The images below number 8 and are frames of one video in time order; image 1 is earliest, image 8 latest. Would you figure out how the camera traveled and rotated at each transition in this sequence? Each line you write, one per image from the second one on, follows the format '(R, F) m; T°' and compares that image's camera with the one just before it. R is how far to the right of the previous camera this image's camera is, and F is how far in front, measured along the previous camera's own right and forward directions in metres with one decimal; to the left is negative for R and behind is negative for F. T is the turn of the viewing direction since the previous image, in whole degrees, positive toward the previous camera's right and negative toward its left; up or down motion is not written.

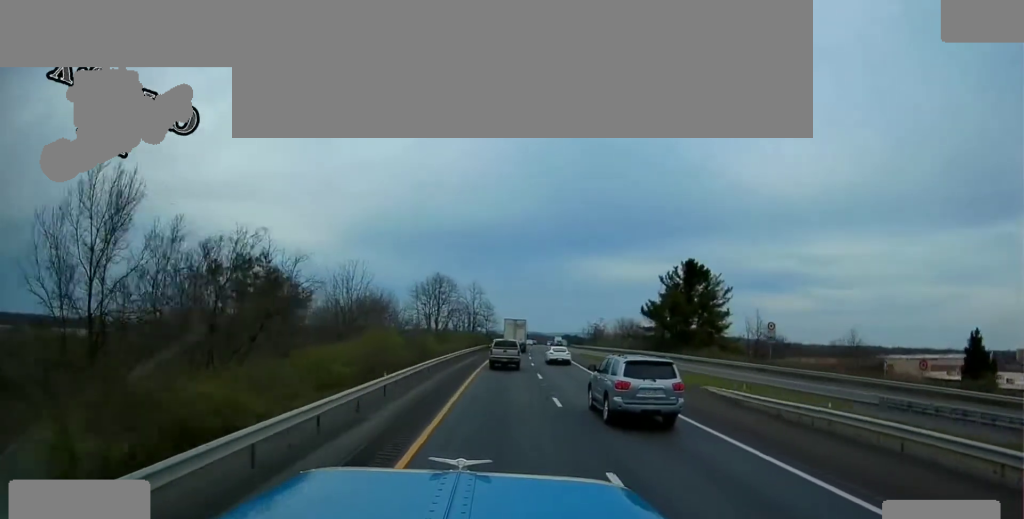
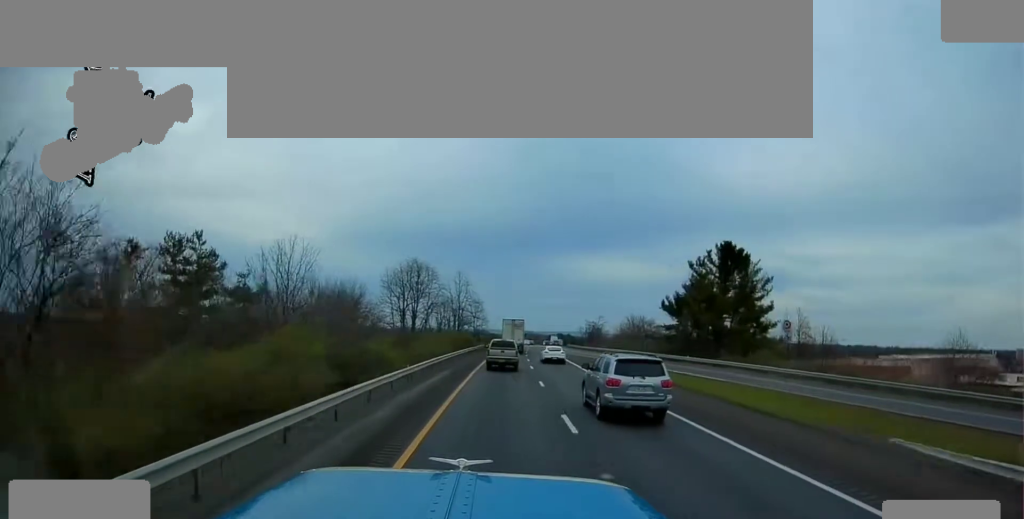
(-0.1, +17.6) m; +1°
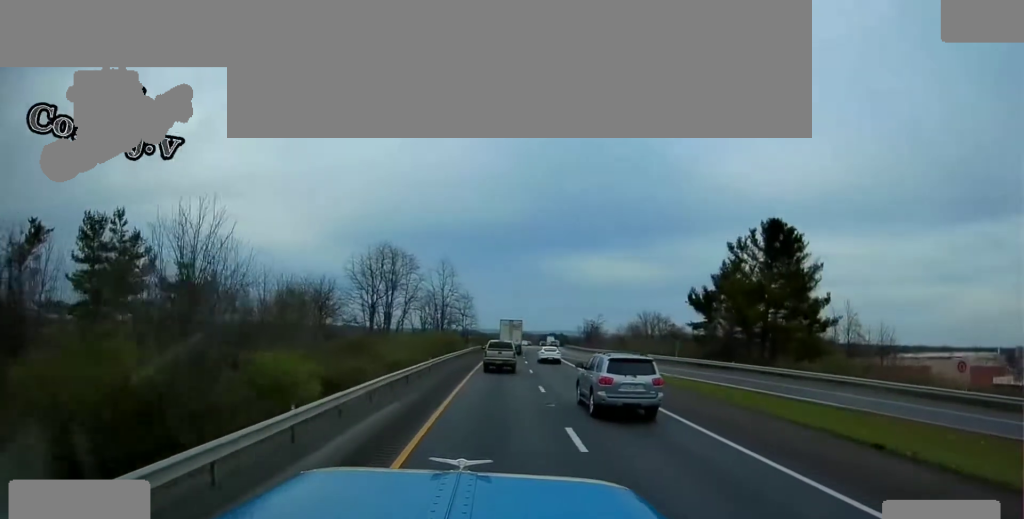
(+0.2, +14.7) m; 0°
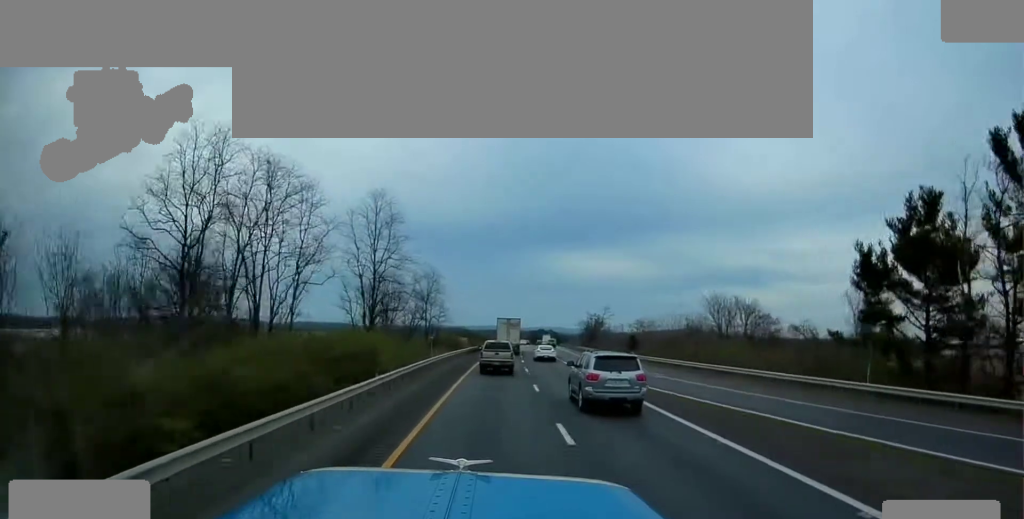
(+0.3, +36.6) m; 0°
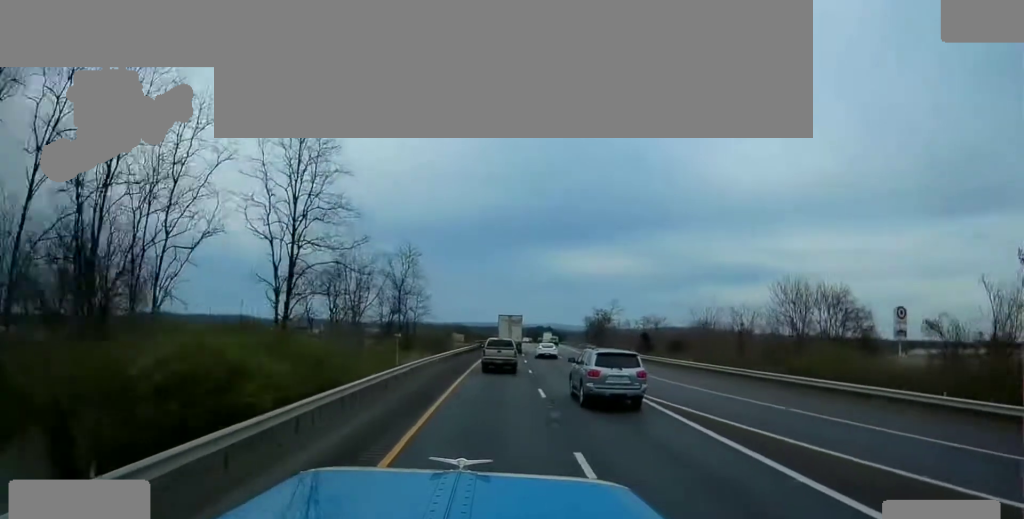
(0.0, +15.5) m; +1°
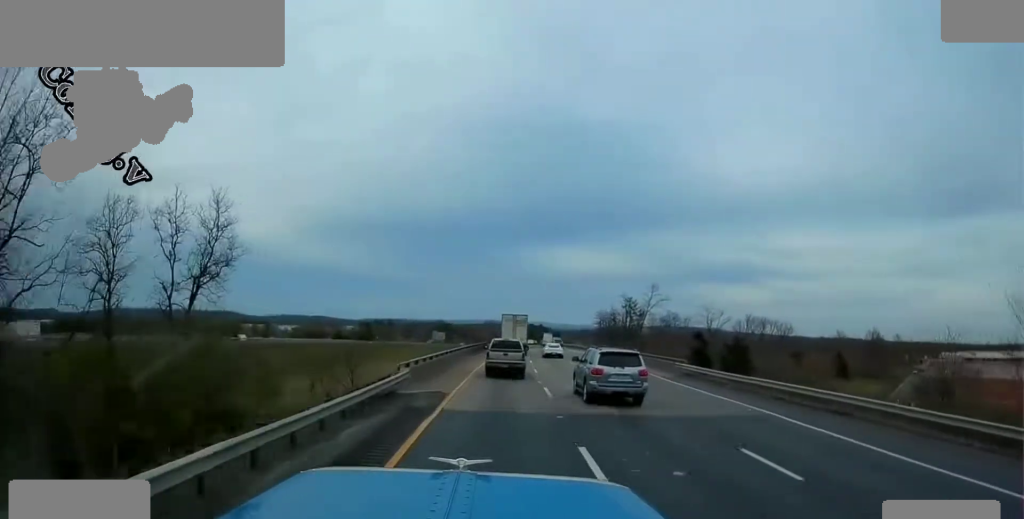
(+1.4, +50.6) m; +2°
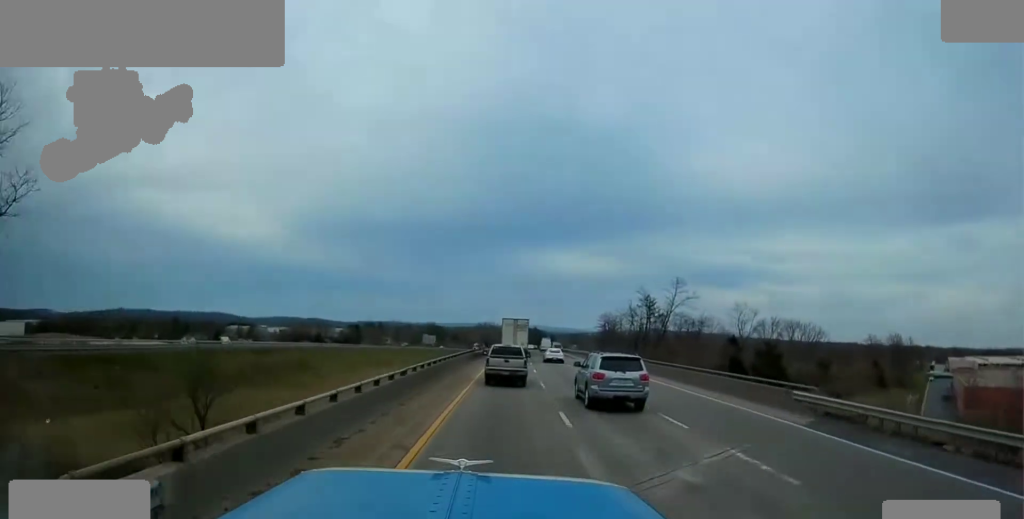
(-0.3, +17.9) m; 0°
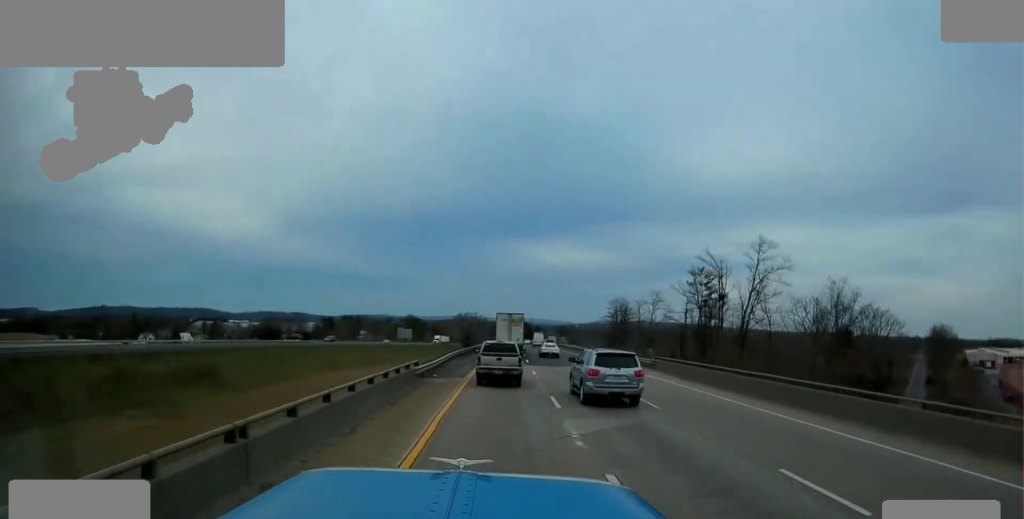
(+0.5, +32.6) m; +2°
